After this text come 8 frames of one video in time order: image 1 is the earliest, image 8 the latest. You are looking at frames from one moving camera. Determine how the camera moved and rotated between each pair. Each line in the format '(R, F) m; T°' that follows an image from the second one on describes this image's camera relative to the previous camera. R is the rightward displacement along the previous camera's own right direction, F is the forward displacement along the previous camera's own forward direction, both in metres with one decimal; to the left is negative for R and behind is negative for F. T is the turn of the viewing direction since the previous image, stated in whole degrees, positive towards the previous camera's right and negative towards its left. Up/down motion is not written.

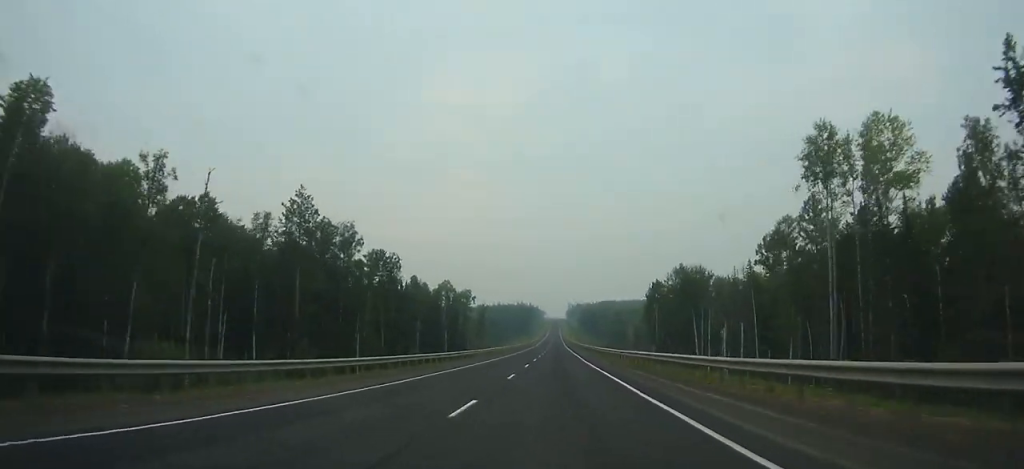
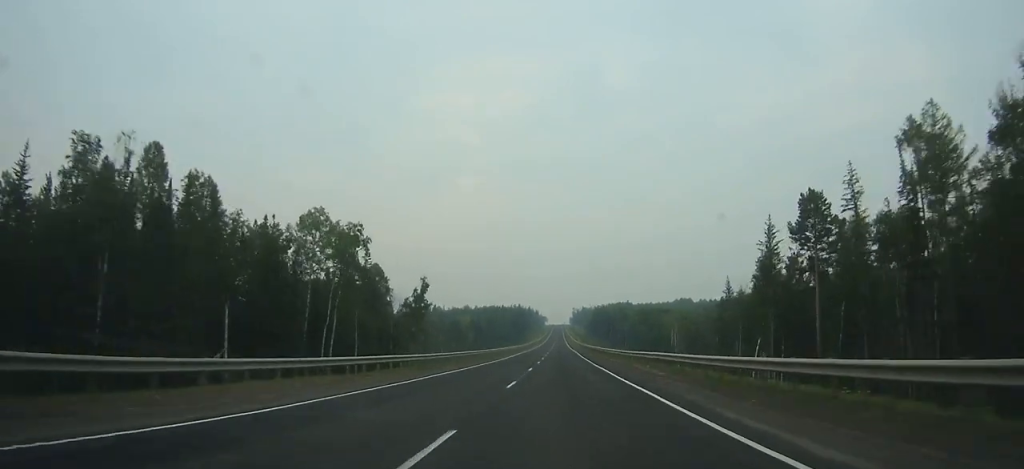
(-0.3, +99.8) m; 0°
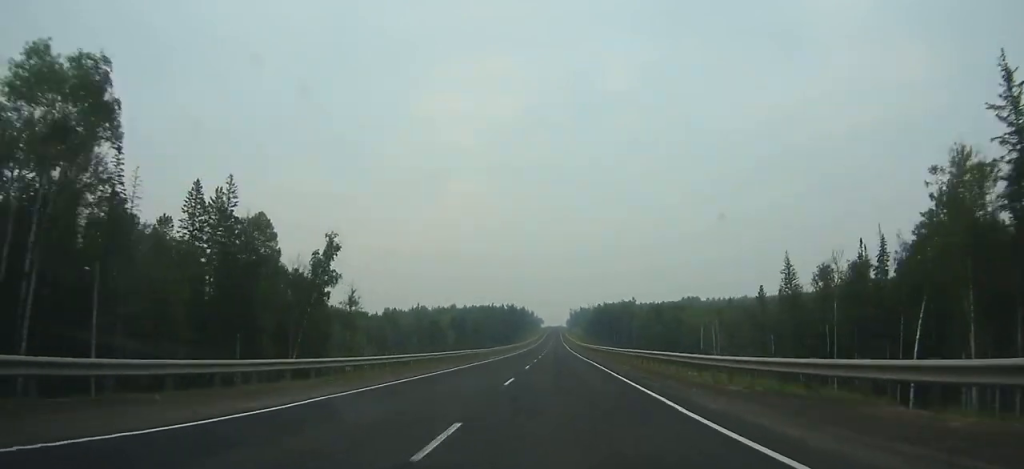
(+0.1, +45.7) m; 0°
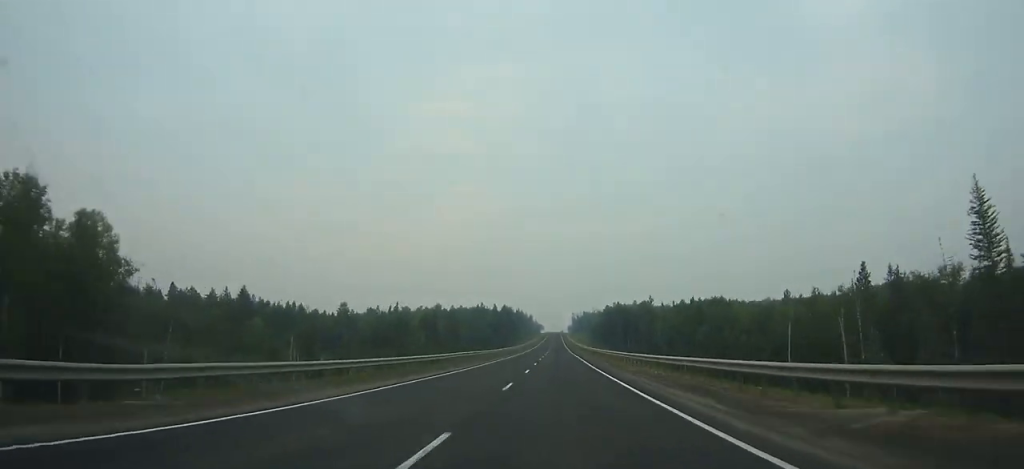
(+0.1, +58.3) m; 0°
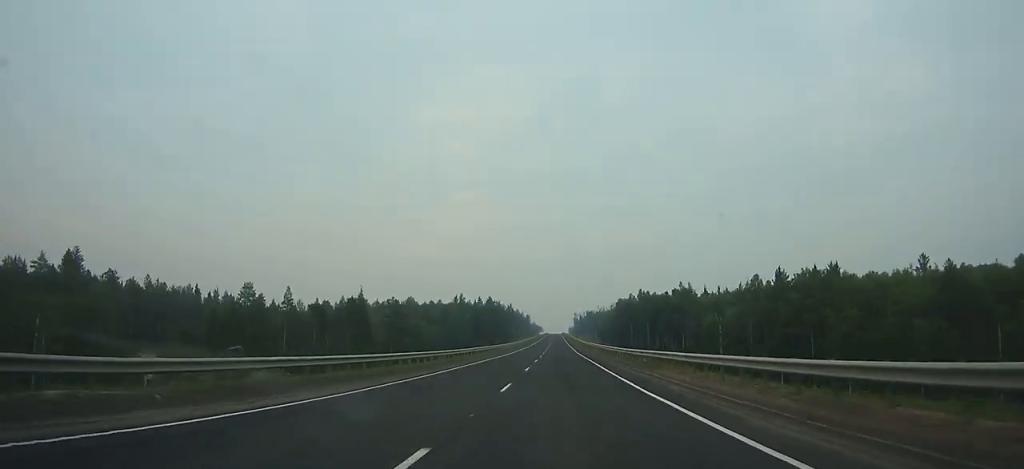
(-0.1, +70.8) m; 0°
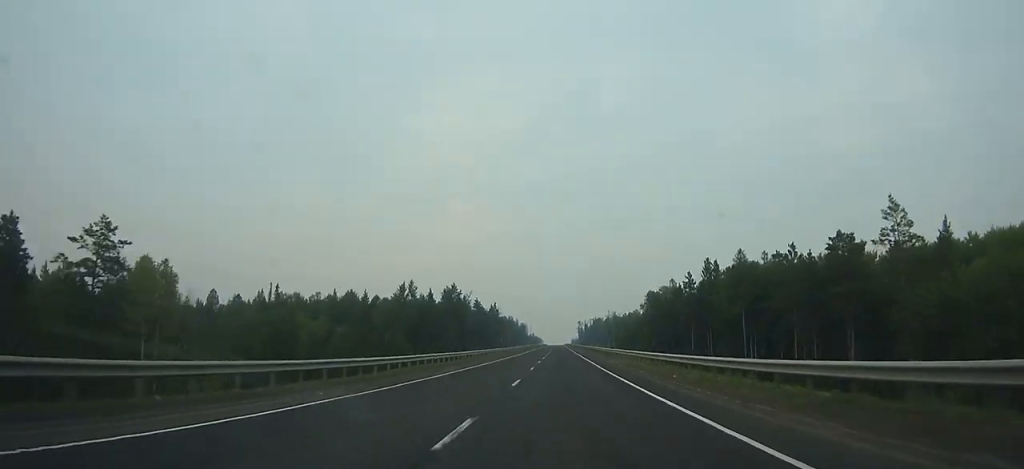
(+0.1, +93.6) m; 0°
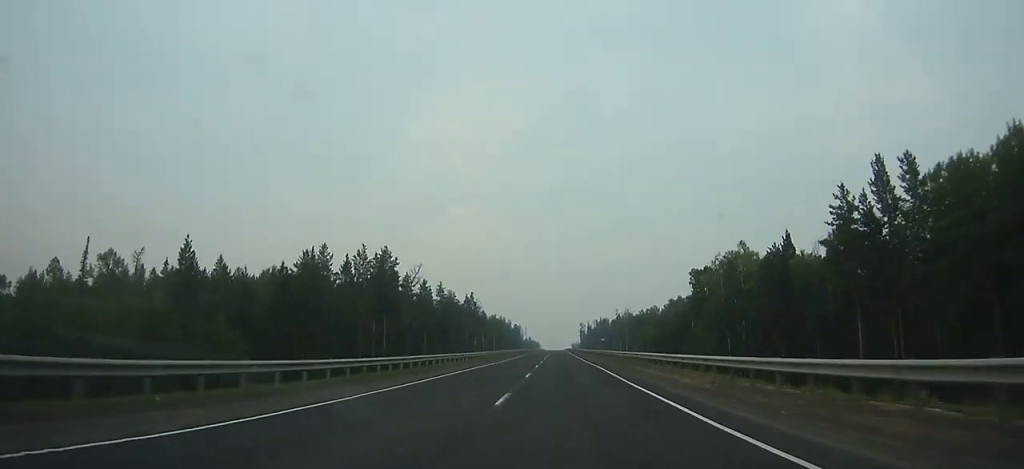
(+0.1, +65.5) m; 0°
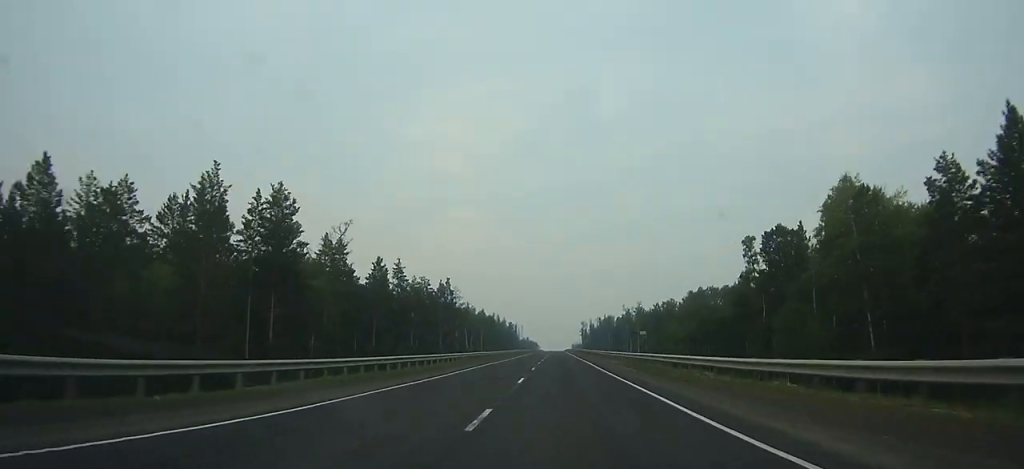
(+0.1, +42.4) m; 0°
